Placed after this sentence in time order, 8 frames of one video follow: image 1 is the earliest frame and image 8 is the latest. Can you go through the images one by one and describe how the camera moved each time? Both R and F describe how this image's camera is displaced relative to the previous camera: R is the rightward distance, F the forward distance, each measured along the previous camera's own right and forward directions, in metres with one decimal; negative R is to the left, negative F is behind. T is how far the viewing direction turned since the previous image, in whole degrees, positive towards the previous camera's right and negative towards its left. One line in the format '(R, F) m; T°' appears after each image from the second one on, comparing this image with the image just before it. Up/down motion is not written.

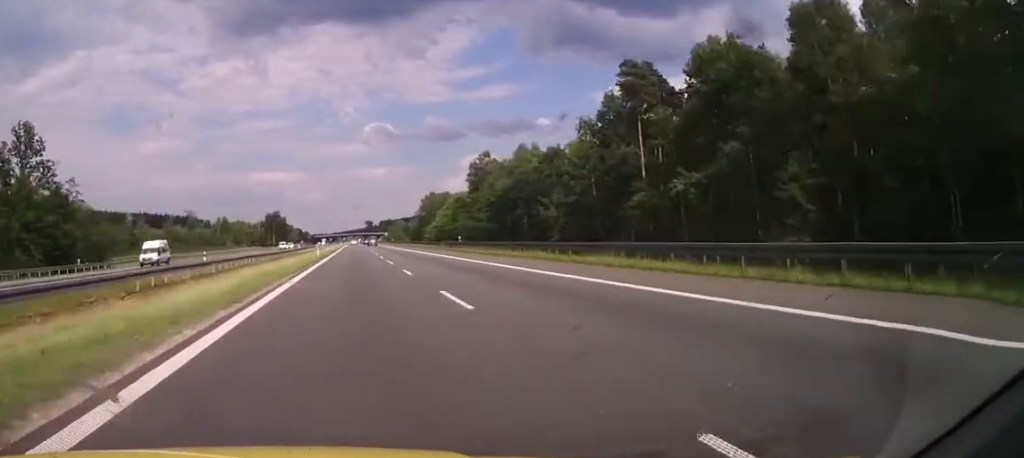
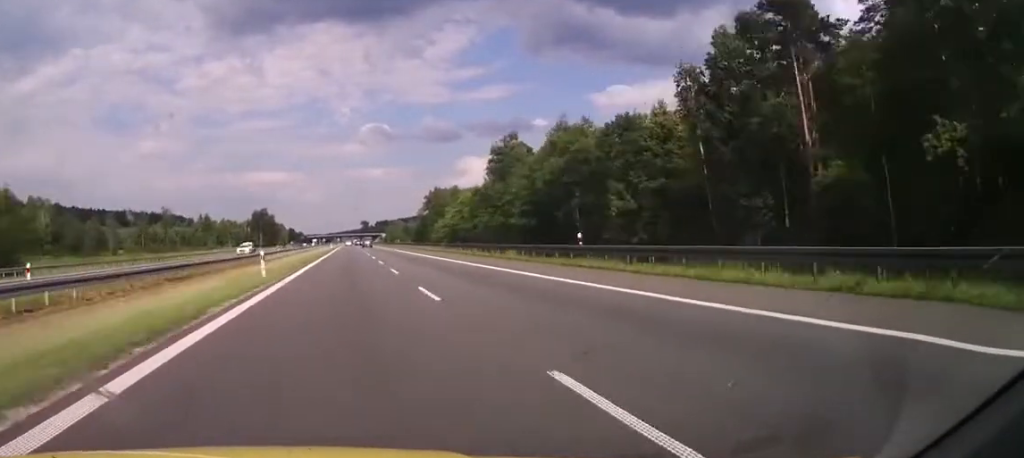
(+0.1, +32.0) m; 0°
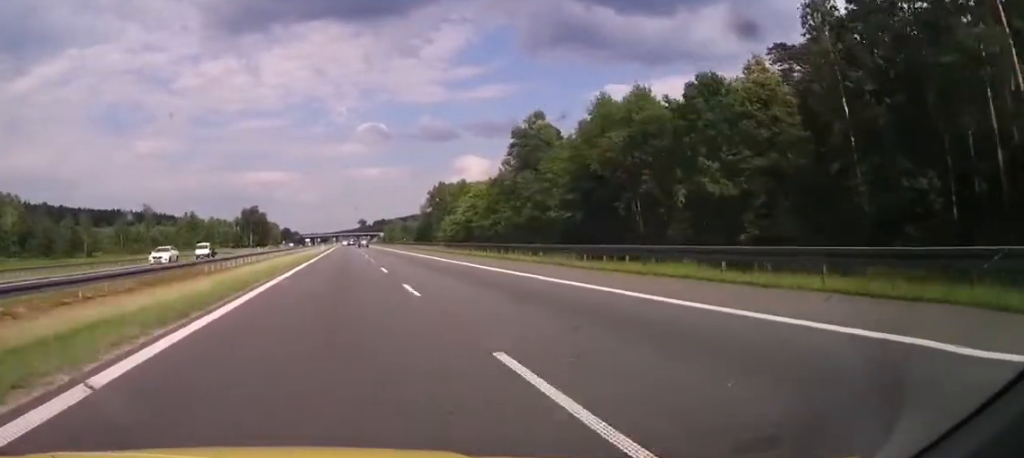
(0.0, +21.7) m; 0°
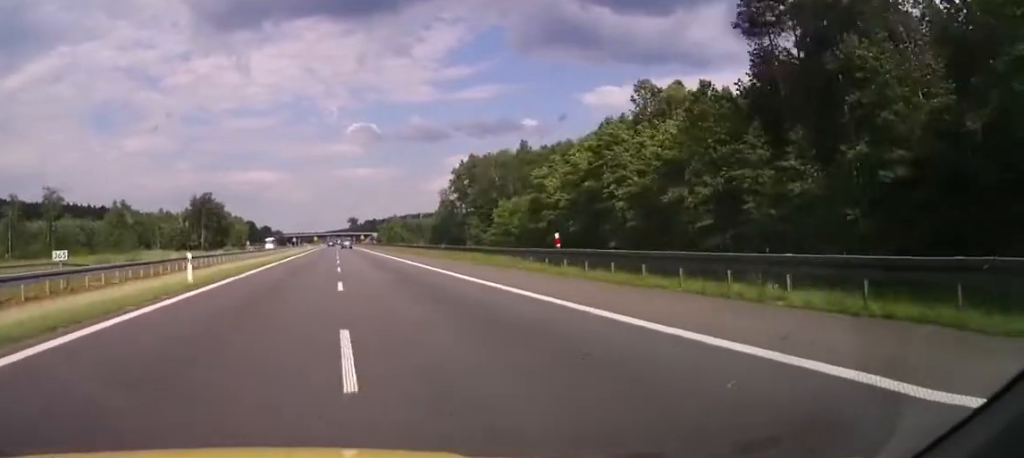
(0.0, +77.8) m; 0°
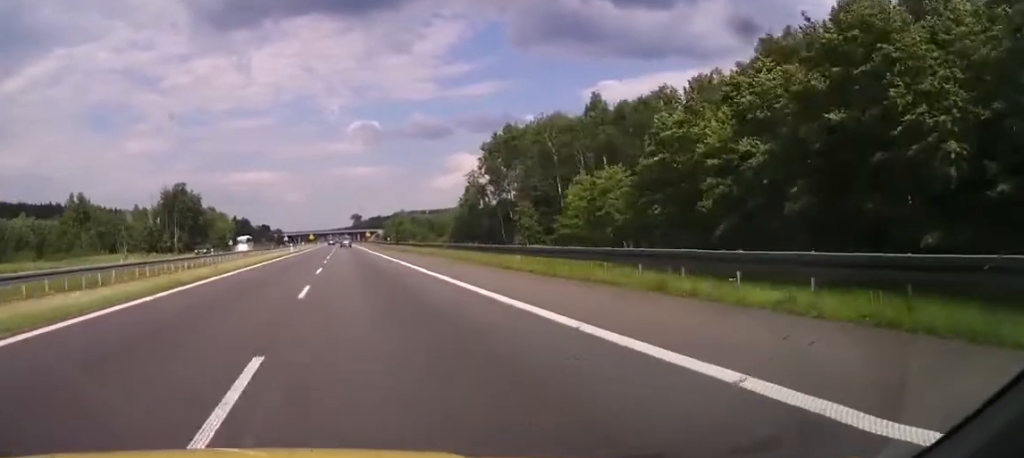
(0.0, +36.8) m; 0°
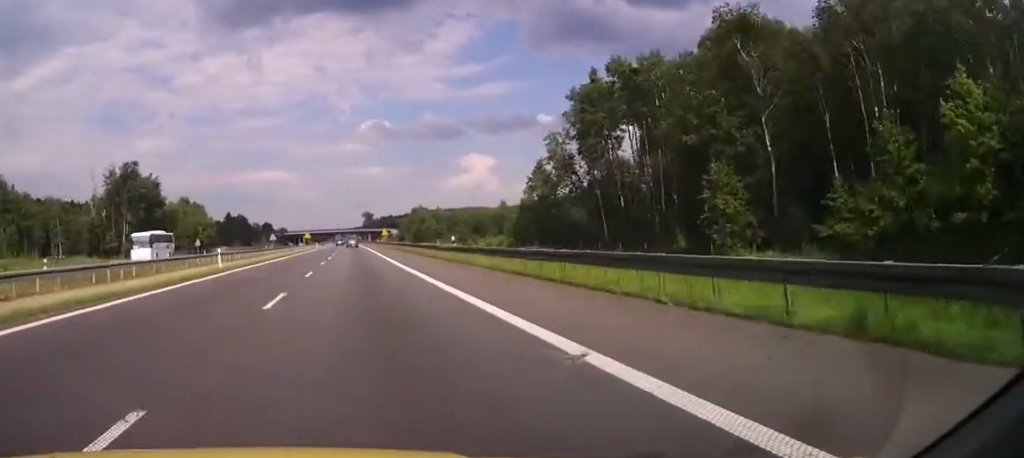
(0.0, +48.9) m; 0°
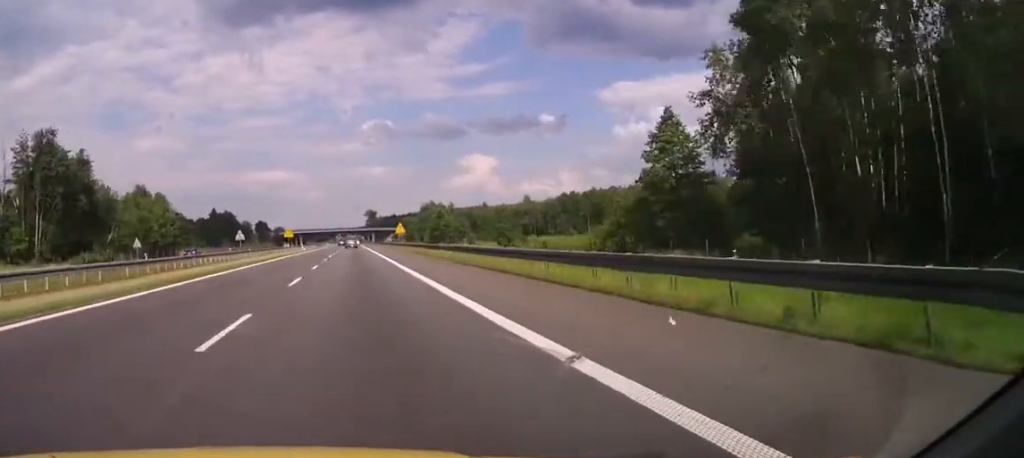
(-0.1, +39.4) m; 0°
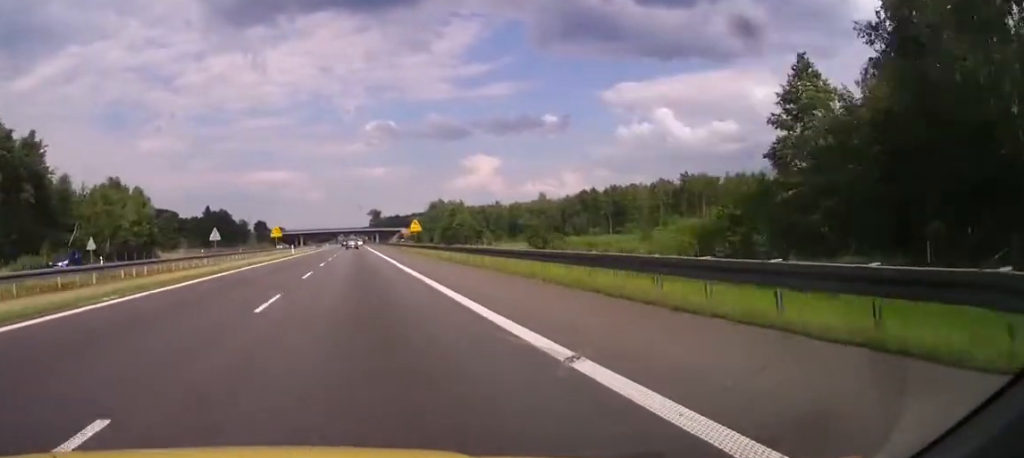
(0.0, +19.4) m; 0°
